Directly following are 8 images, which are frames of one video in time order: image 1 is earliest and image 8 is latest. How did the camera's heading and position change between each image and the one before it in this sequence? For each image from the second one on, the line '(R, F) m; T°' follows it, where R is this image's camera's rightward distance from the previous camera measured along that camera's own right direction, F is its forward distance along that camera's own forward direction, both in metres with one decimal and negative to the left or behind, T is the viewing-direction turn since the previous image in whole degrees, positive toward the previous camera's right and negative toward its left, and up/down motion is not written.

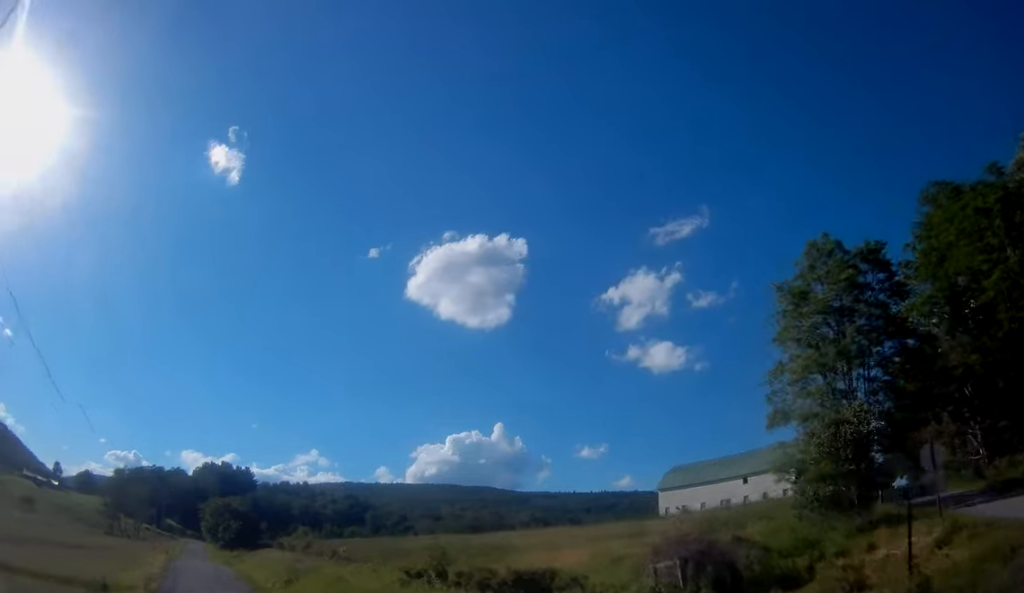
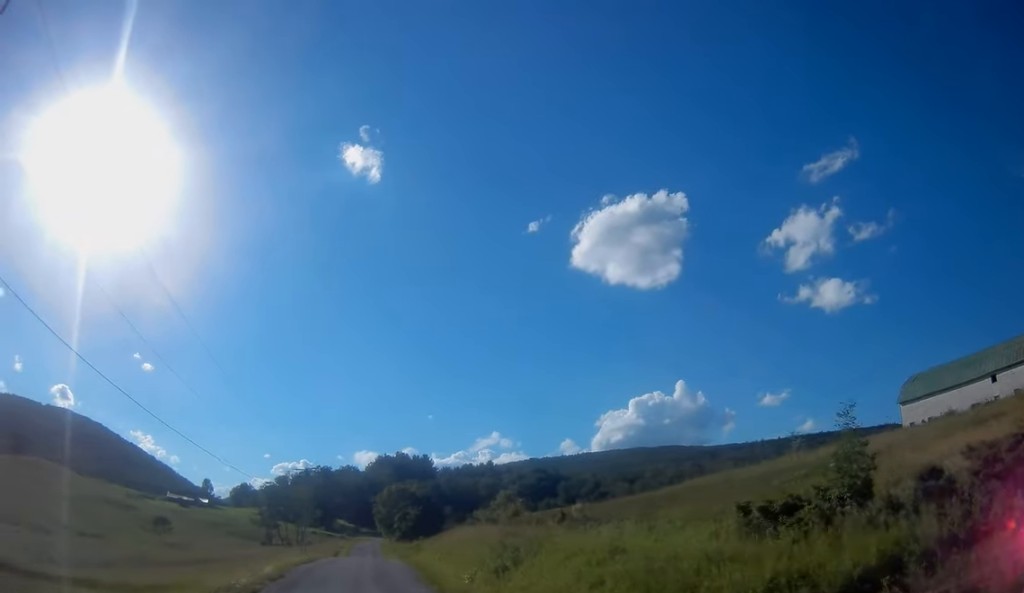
(-2.1, +17.4) m; -9°
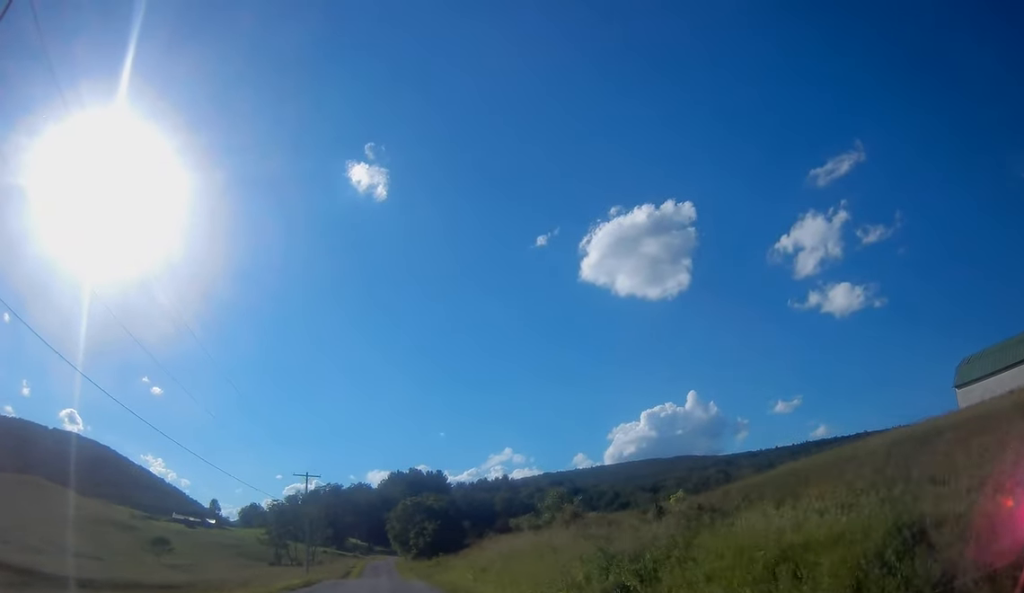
(-0.3, +9.5) m; -2°
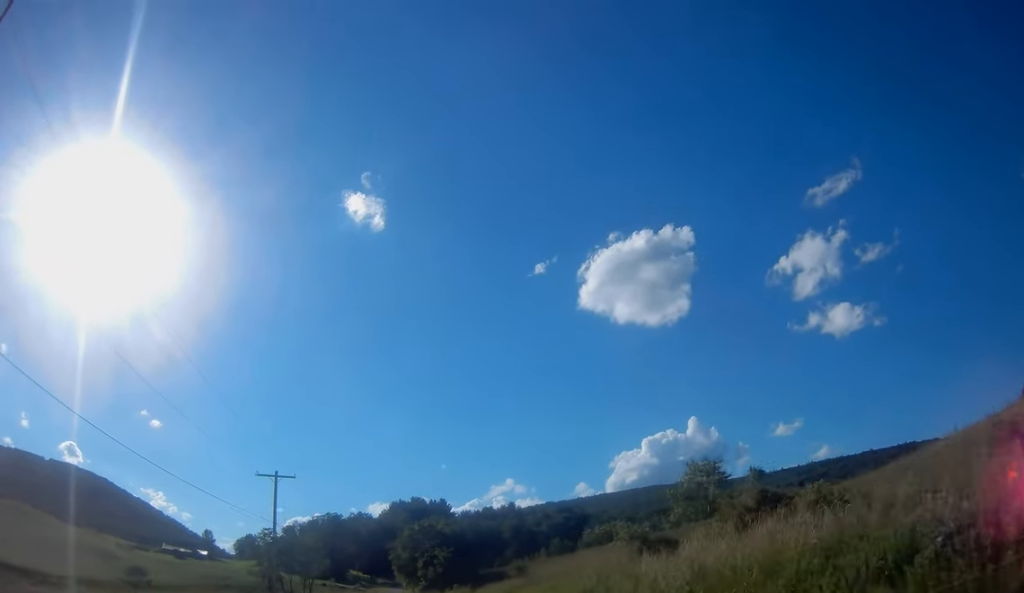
(0.0, +15.8) m; 0°
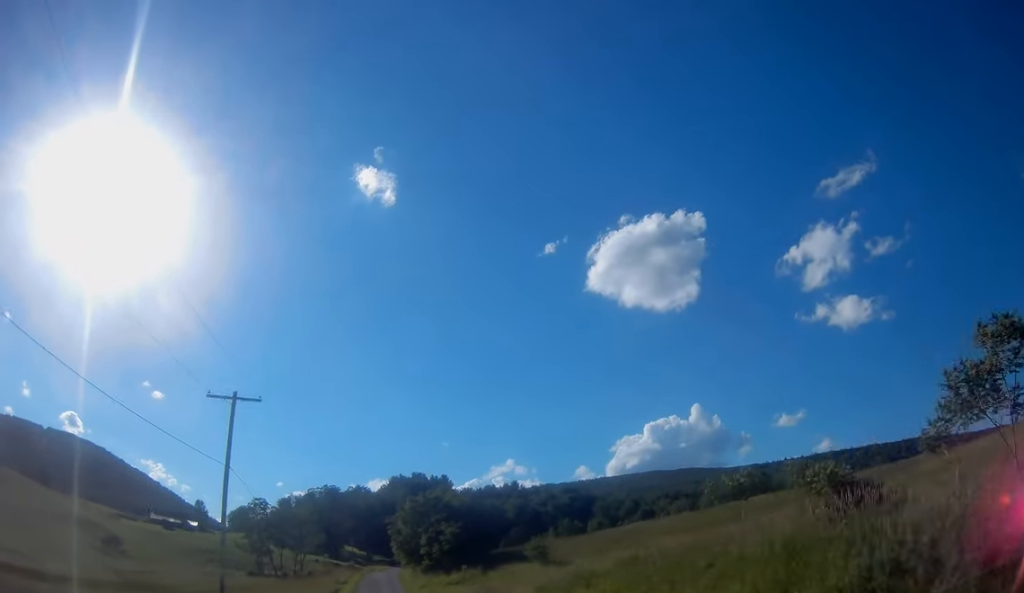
(0.0, +10.8) m; 0°
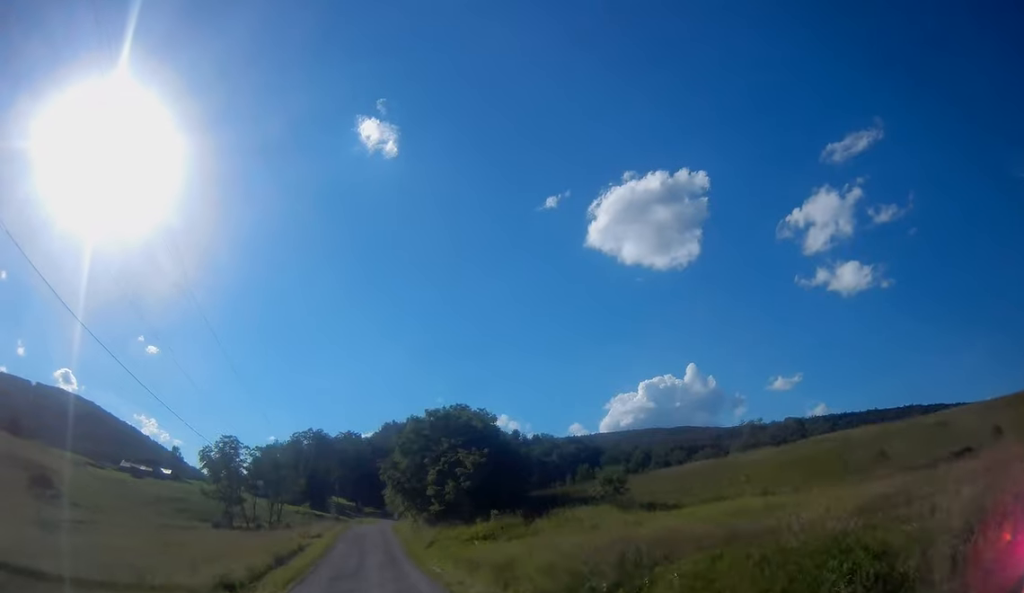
(-0.3, +24.3) m; -1°
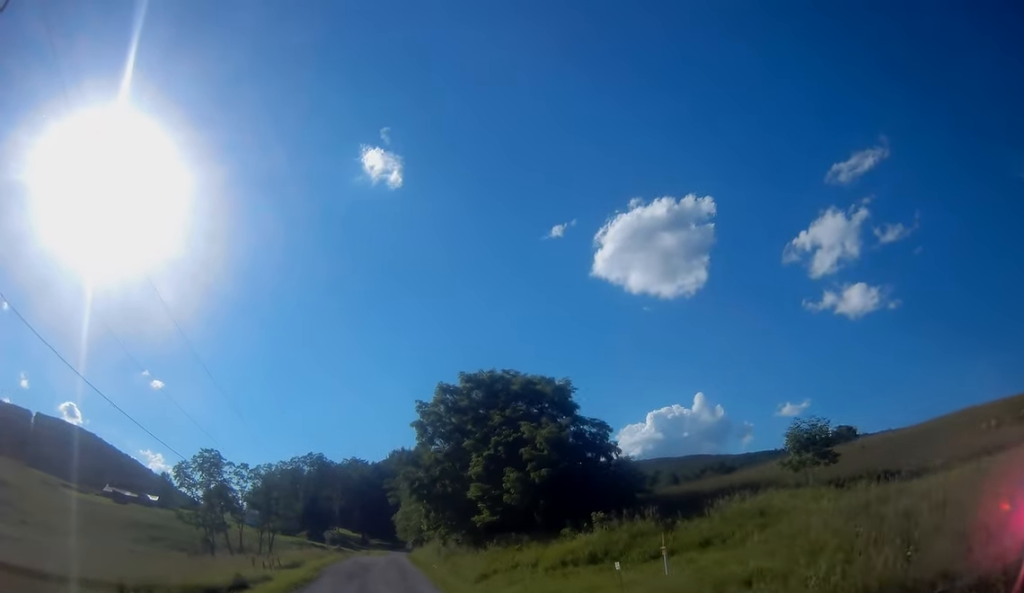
(-0.1, +25.4) m; 0°
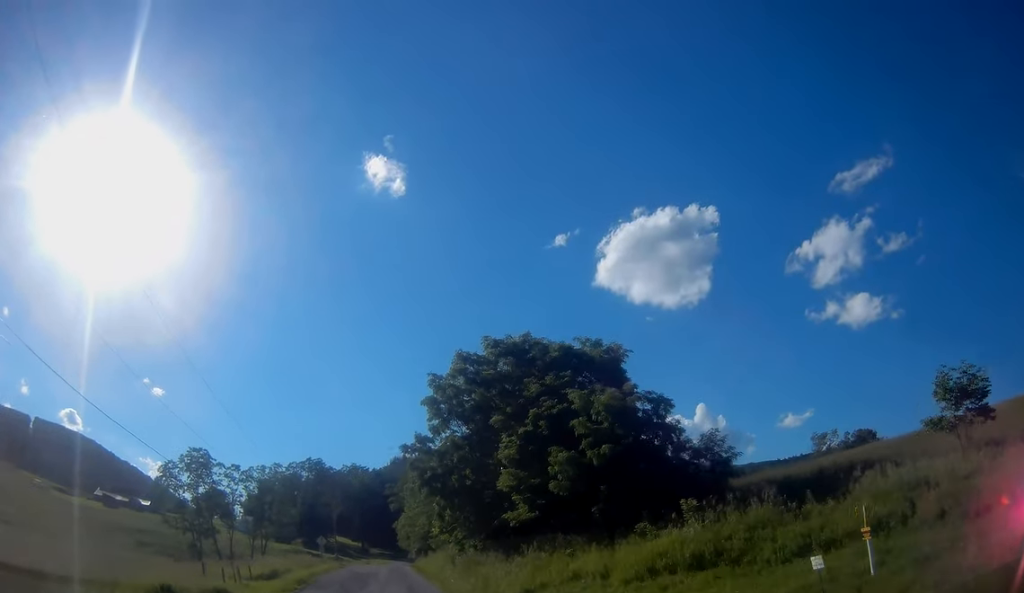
(+0.1, +9.6) m; 0°
